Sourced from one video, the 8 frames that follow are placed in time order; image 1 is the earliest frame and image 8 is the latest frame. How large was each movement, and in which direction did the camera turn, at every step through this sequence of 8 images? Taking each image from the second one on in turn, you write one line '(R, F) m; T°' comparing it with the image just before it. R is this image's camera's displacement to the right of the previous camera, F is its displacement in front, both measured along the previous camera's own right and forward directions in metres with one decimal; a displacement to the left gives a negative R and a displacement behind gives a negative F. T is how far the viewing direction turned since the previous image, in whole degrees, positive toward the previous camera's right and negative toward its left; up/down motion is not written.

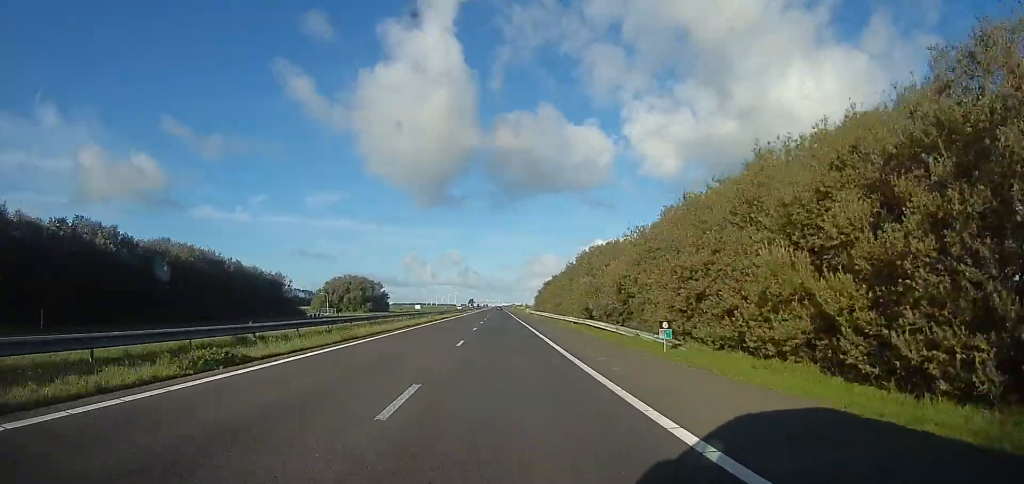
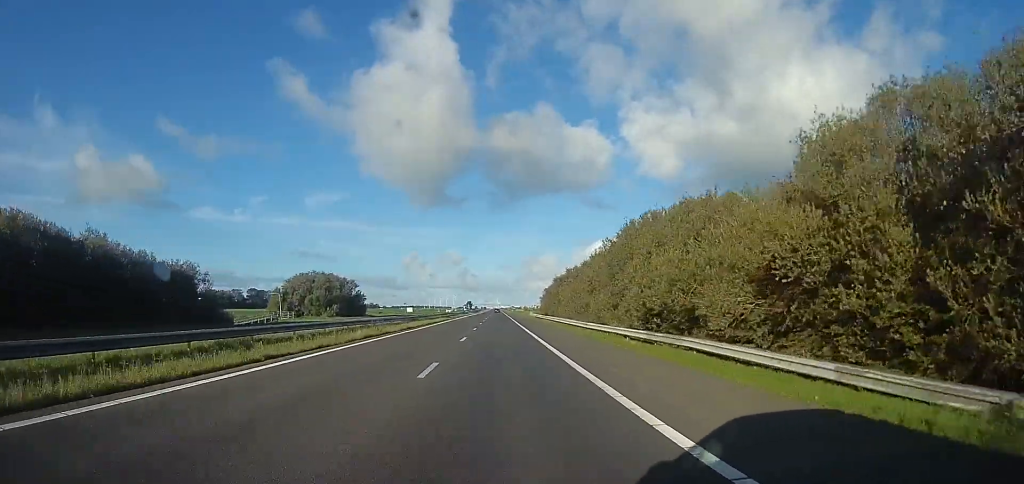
(-0.5, +19.6) m; -2°
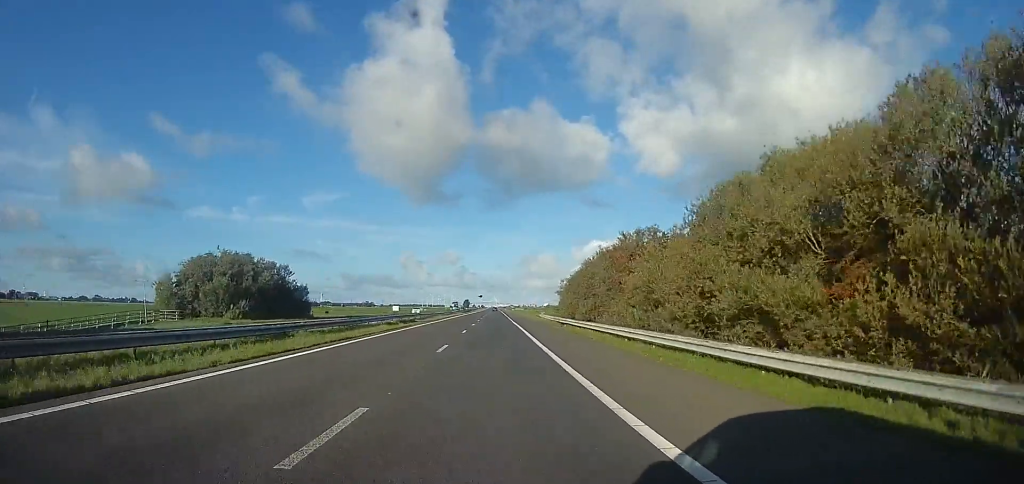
(-0.8, +30.0) m; -2°
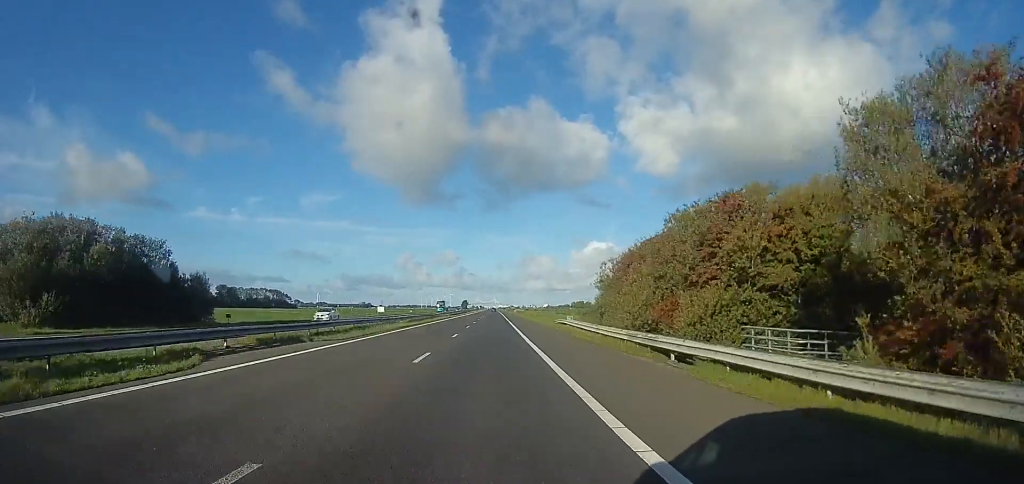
(-0.1, +26.7) m; 0°
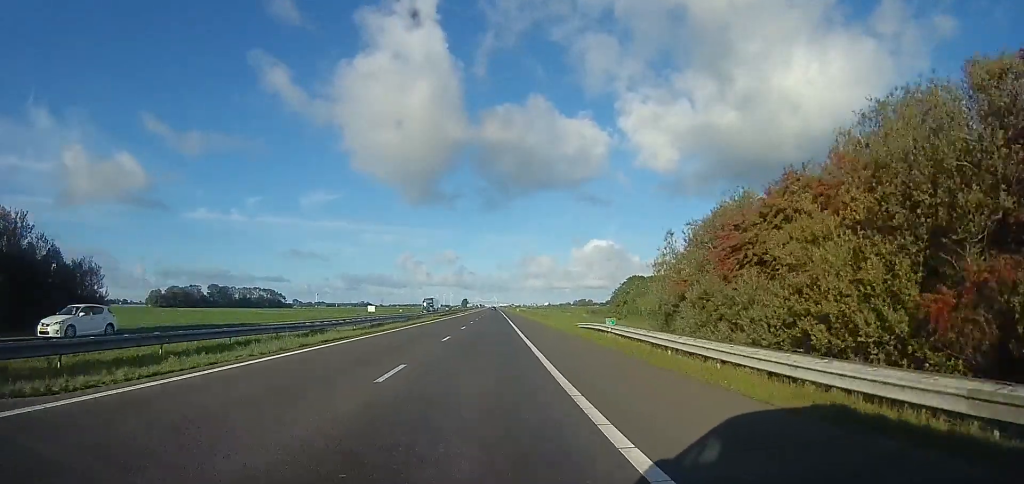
(0.0, +15.6) m; +1°
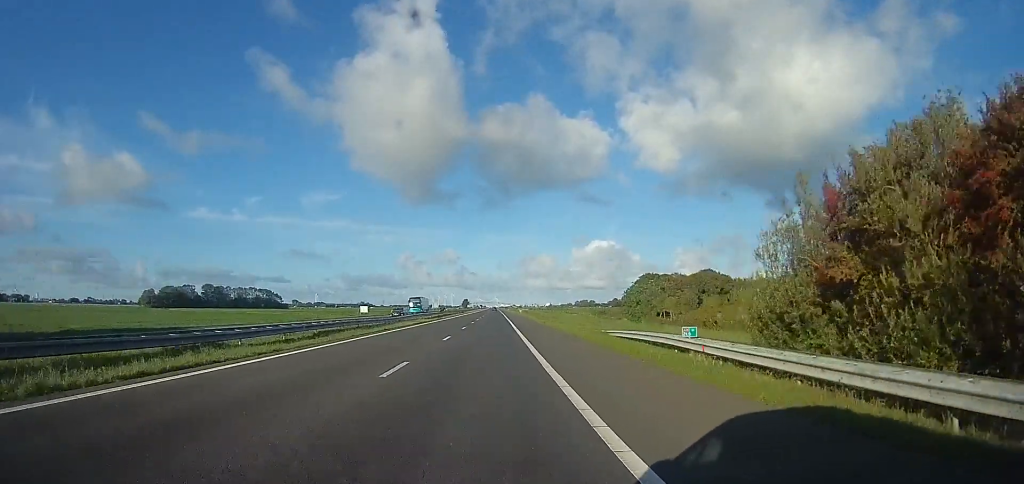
(-0.2, +11.2) m; +2°
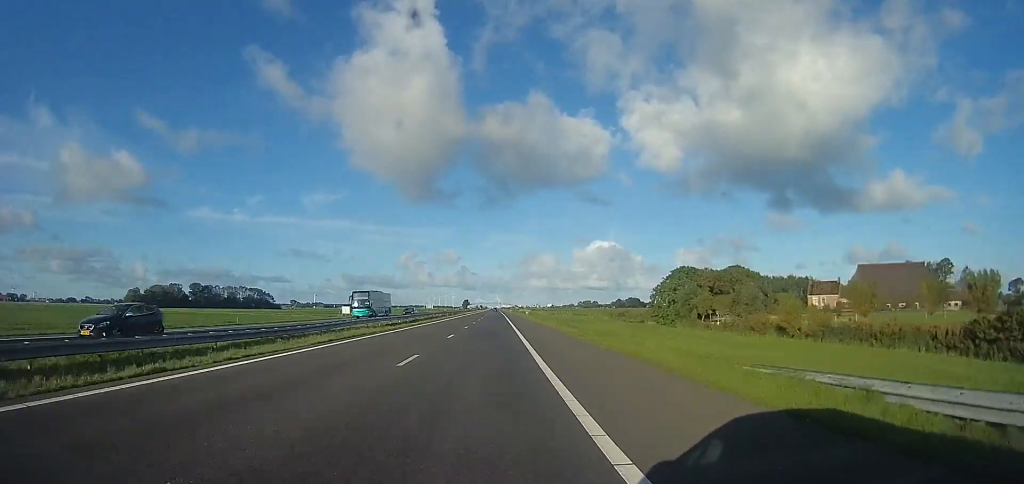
(+0.9, +21.6) m; +1°
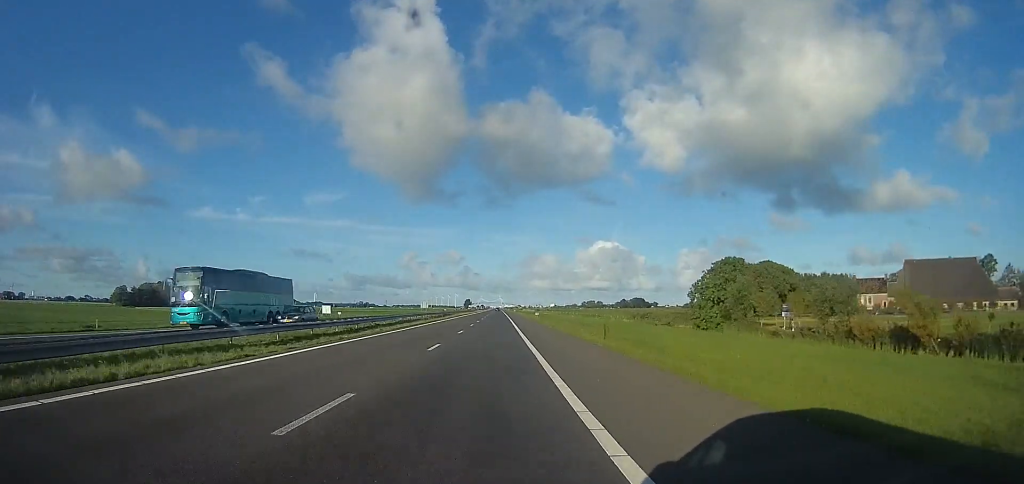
(0.0, +19.0) m; -1°
